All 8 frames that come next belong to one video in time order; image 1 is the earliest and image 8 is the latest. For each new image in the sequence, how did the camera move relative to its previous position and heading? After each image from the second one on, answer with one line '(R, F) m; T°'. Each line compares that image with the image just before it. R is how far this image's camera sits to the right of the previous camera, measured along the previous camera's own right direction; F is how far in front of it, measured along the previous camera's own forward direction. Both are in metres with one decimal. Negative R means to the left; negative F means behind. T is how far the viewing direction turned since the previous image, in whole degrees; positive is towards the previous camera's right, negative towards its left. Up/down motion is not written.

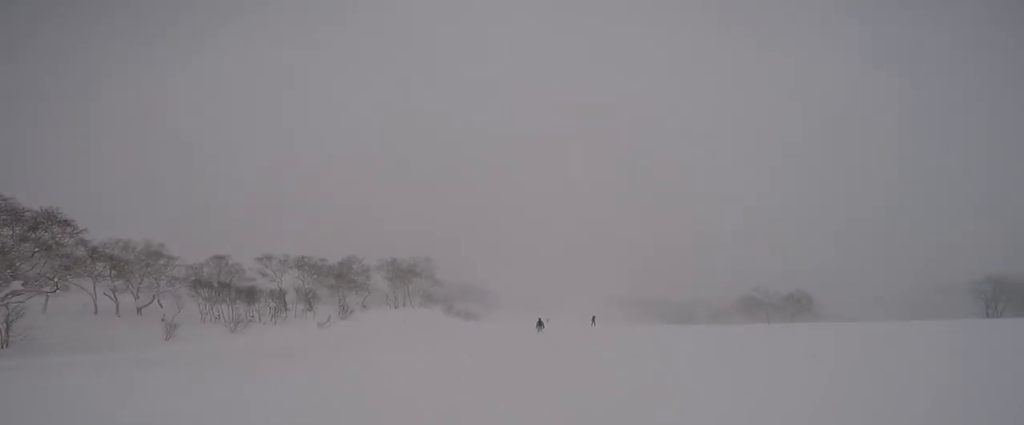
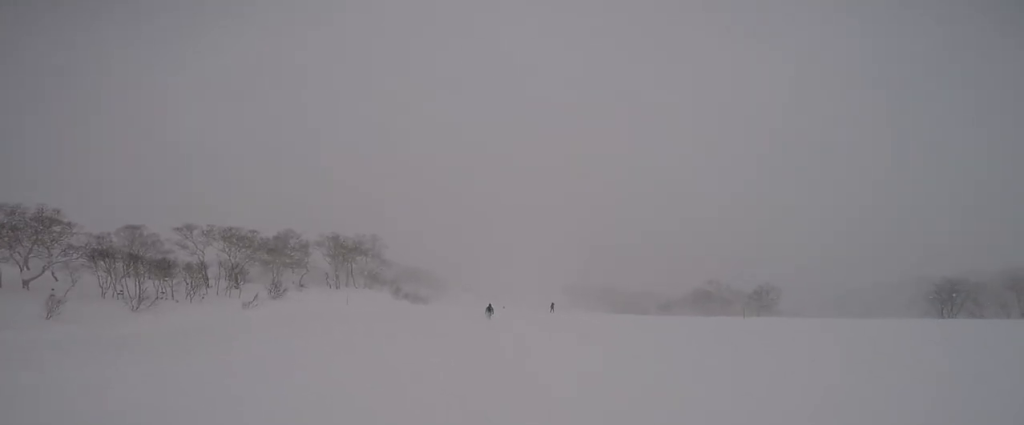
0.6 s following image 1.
(+0.4, +3.7) m; +6°
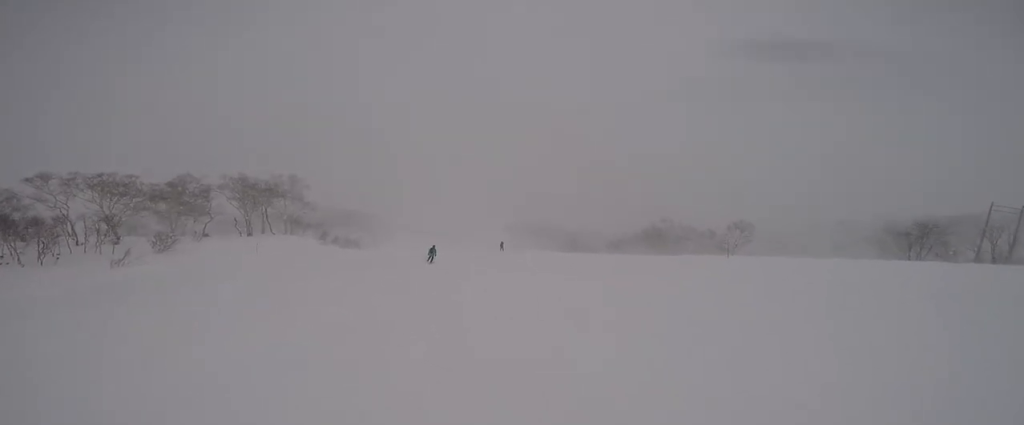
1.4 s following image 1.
(0.0, +5.6) m; 0°
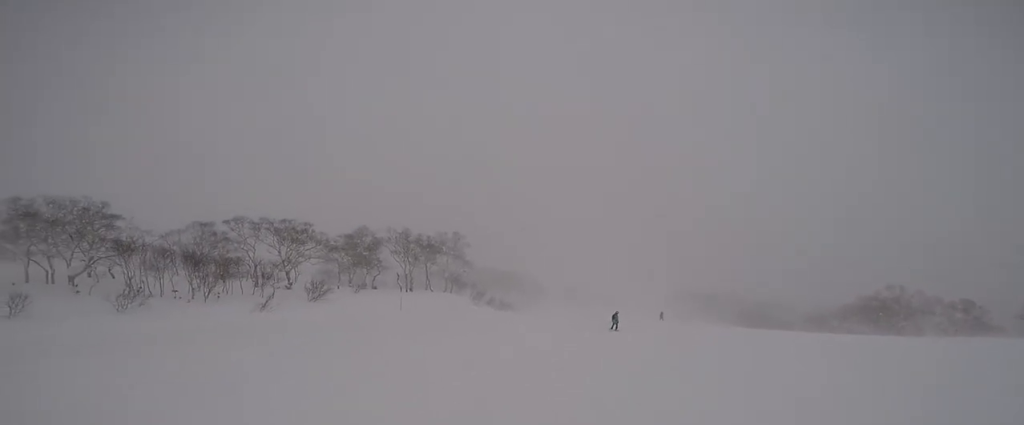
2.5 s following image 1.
(0.0, +6.8) m; -3°
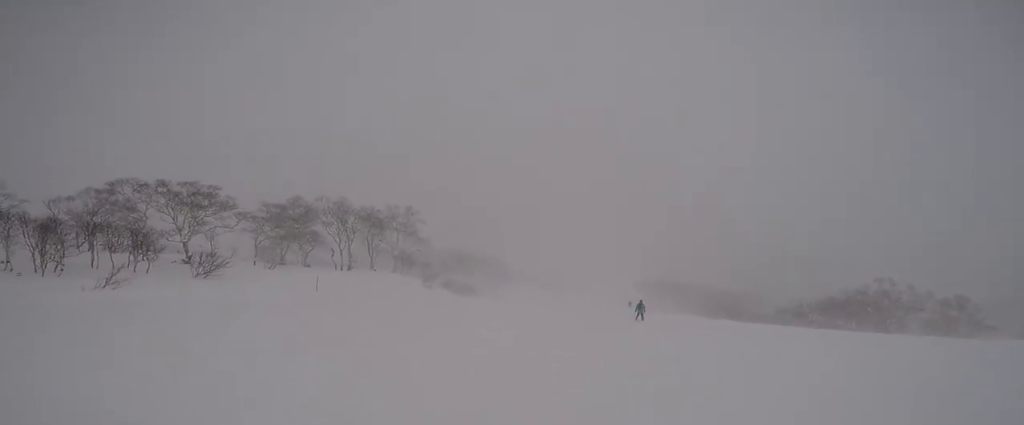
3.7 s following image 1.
(-0.6, +7.1) m; -10°
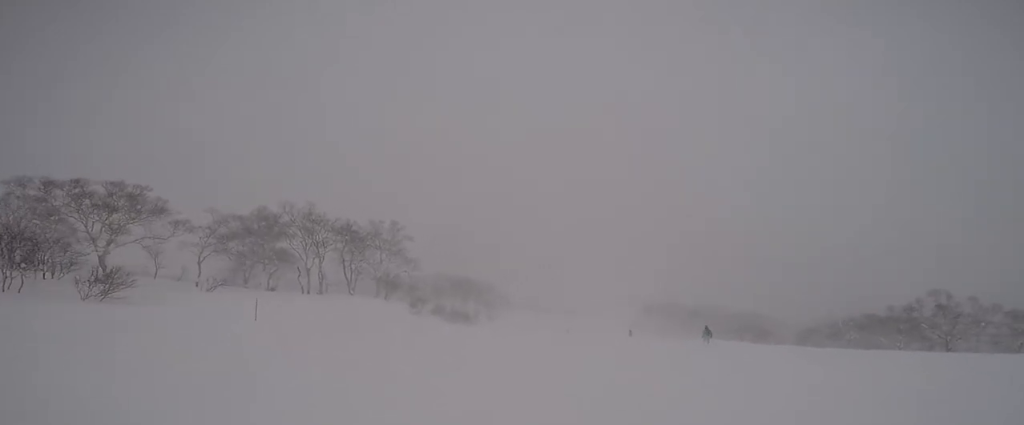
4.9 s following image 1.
(-0.1, +8.0) m; +15°
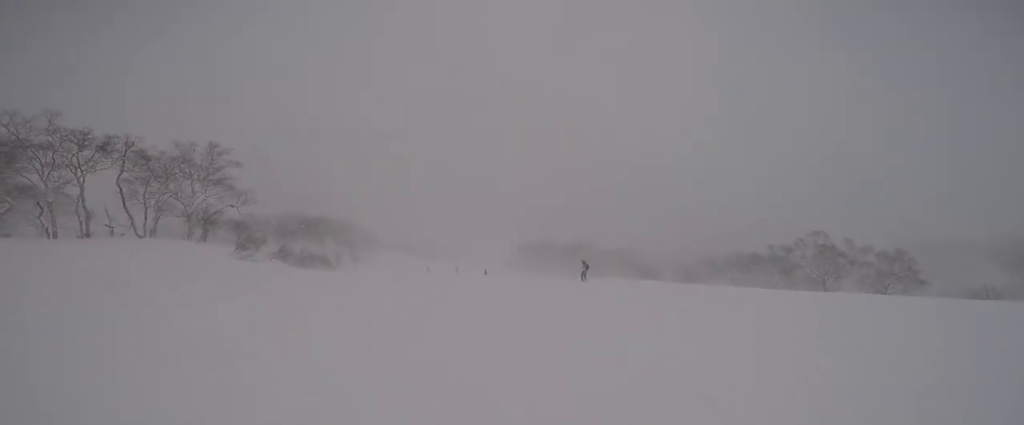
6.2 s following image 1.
(+2.4, +7.5) m; +14°
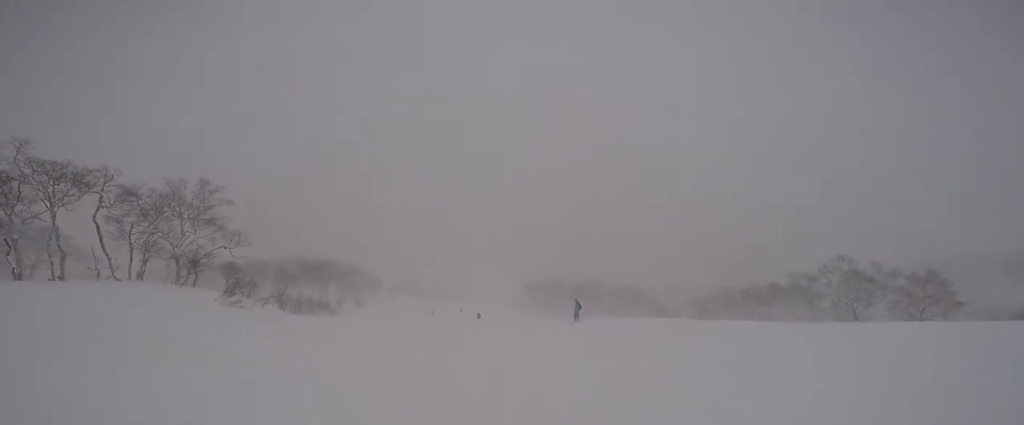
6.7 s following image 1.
(-0.1, +2.5) m; -8°
